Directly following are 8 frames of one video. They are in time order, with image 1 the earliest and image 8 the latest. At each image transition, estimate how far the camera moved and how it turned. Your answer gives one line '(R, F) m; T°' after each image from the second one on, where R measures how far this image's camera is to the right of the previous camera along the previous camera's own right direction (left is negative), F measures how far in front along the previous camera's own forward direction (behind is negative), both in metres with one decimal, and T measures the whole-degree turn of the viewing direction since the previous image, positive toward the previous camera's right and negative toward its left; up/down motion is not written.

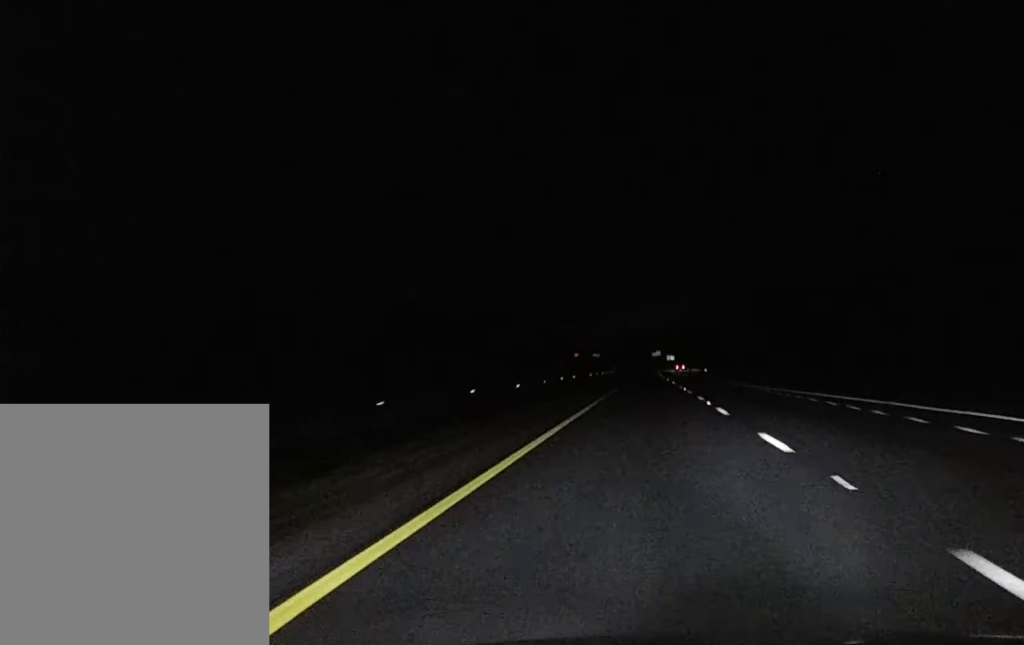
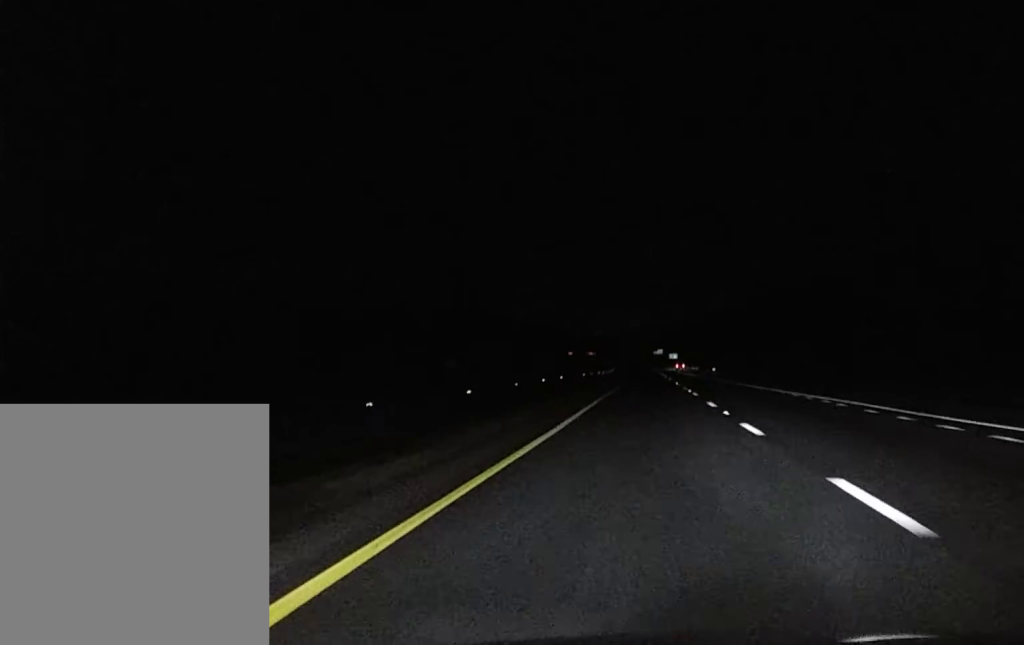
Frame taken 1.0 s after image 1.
(0.0, +33.6) m; 0°
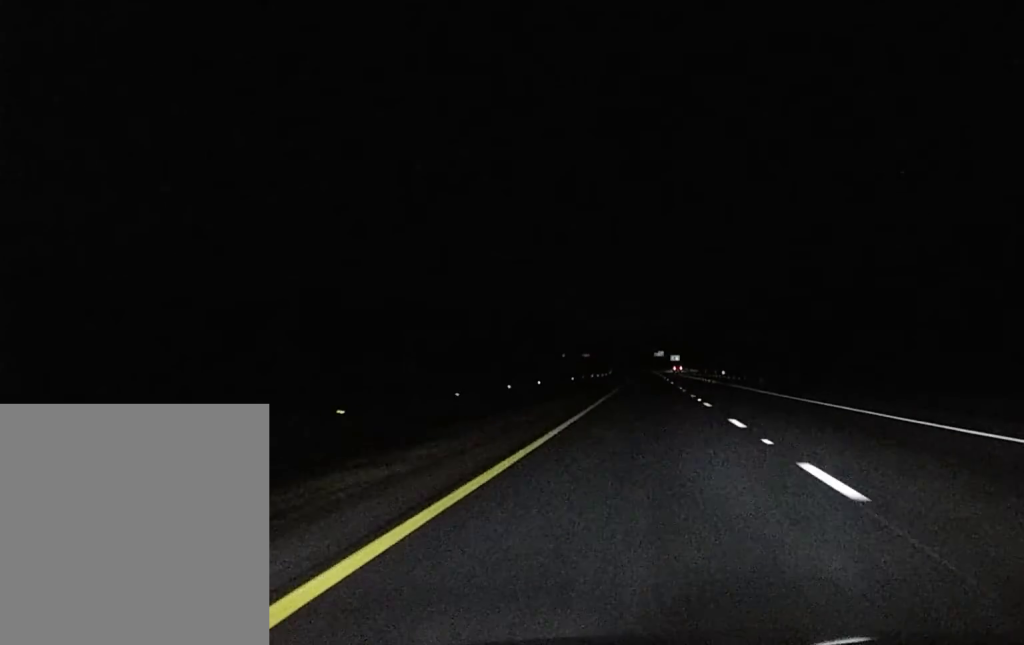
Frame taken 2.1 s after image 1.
(0.0, +36.1) m; 0°
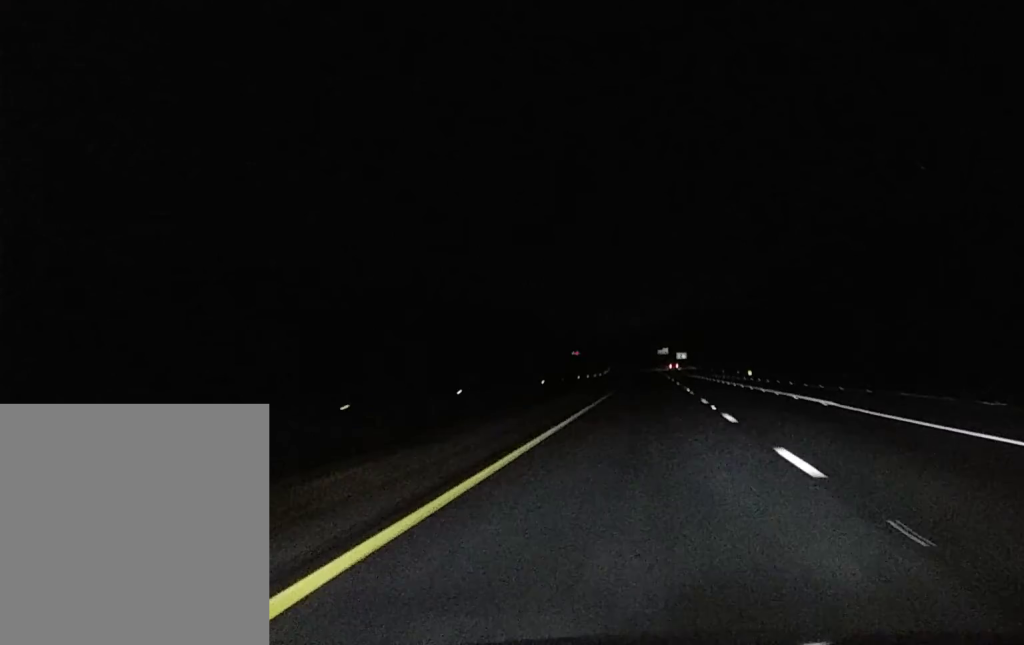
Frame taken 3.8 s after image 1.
(0.0, +57.4) m; 0°
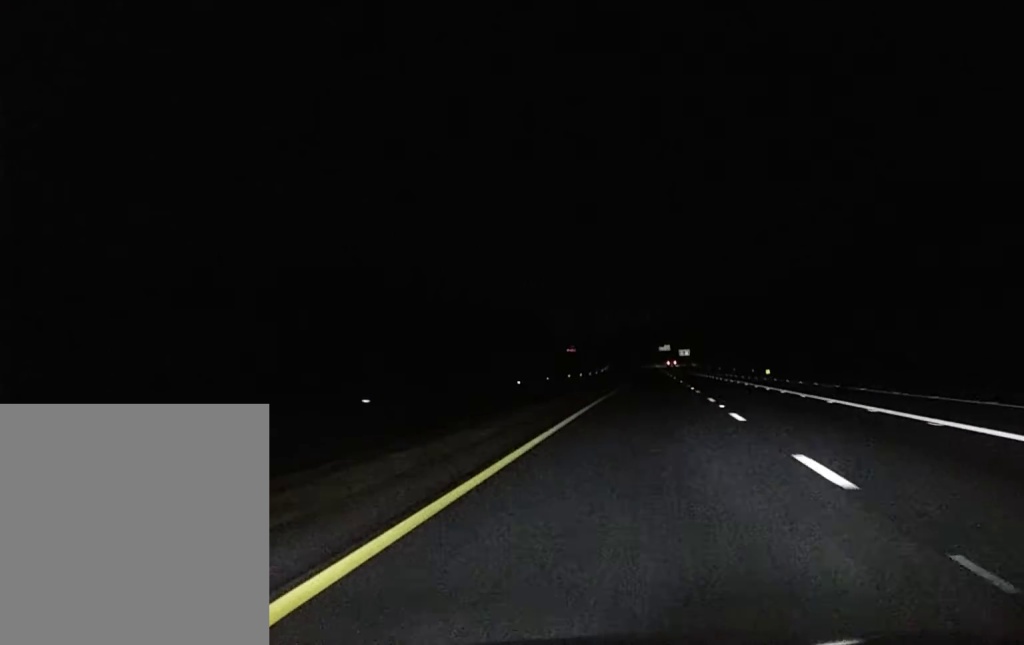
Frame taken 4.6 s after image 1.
(0.0, +26.4) m; 0°
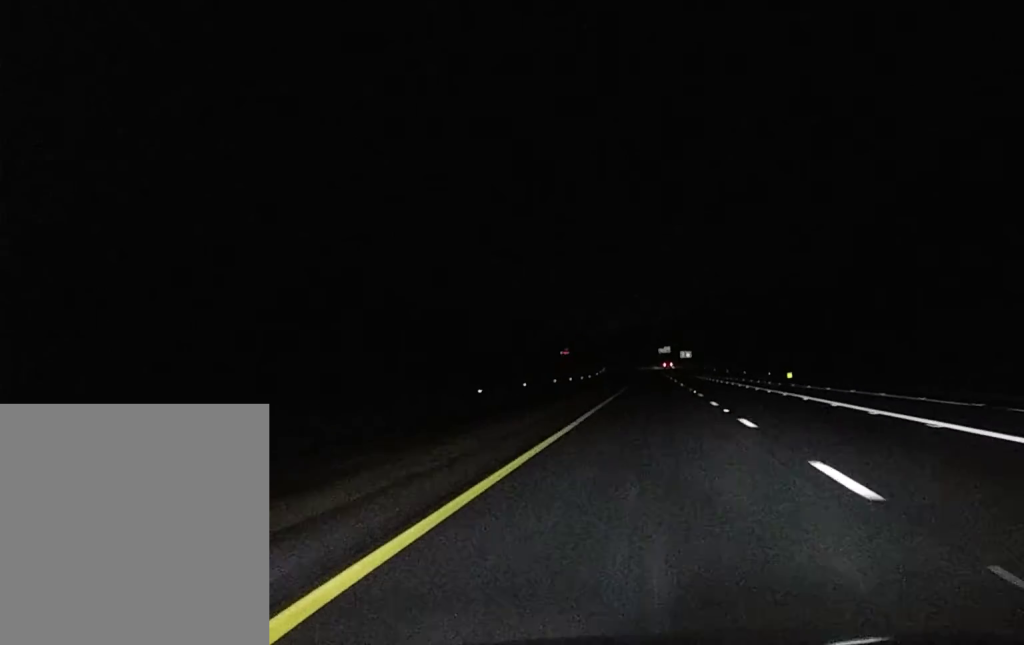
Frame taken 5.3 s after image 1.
(-0.2, +23.3) m; 0°
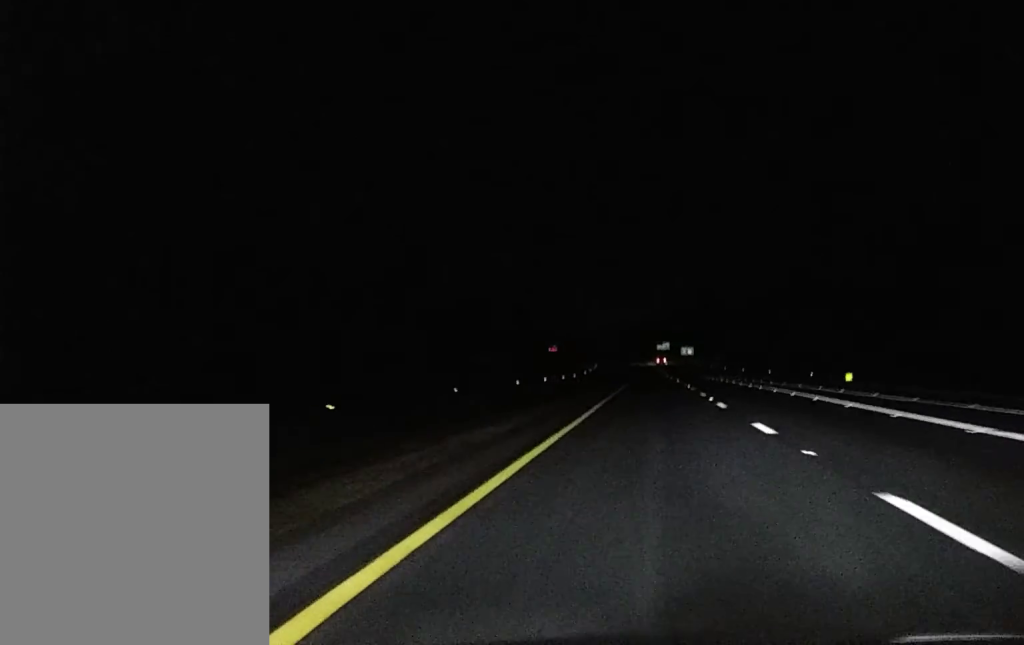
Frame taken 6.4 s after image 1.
(+0.3, +33.0) m; +1°
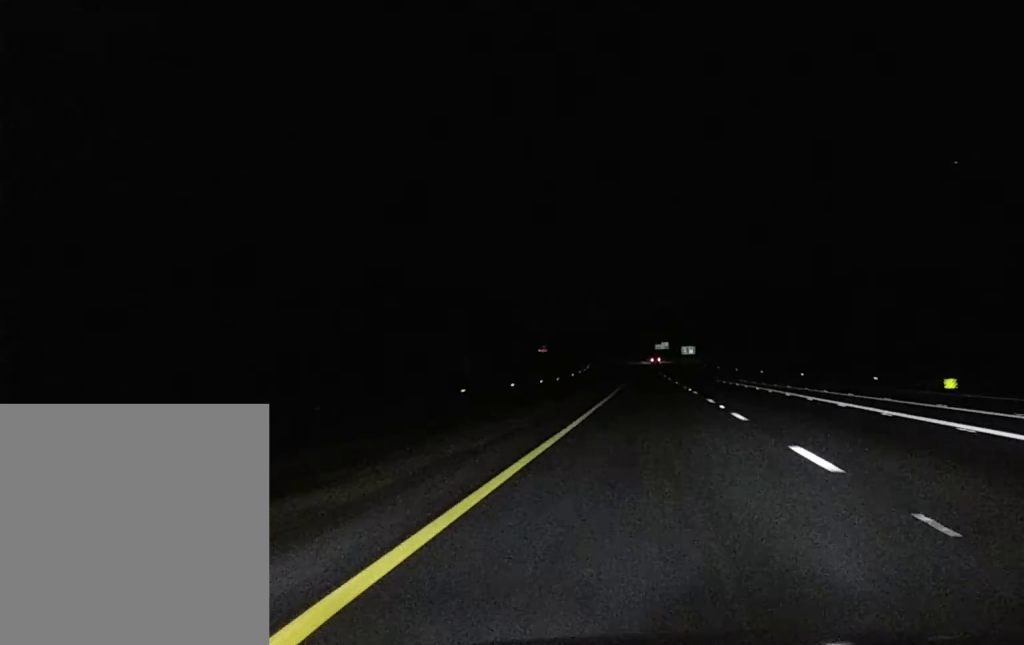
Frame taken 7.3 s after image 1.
(0.0, +22.8) m; 0°
